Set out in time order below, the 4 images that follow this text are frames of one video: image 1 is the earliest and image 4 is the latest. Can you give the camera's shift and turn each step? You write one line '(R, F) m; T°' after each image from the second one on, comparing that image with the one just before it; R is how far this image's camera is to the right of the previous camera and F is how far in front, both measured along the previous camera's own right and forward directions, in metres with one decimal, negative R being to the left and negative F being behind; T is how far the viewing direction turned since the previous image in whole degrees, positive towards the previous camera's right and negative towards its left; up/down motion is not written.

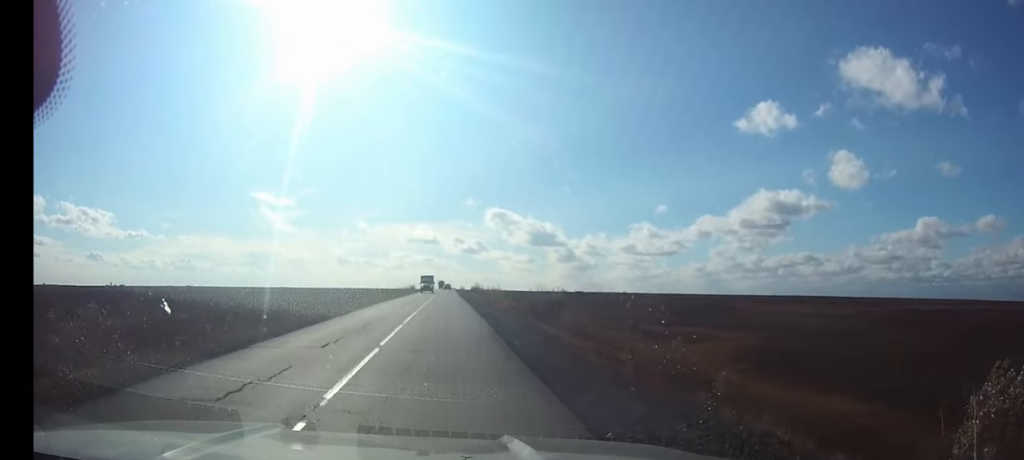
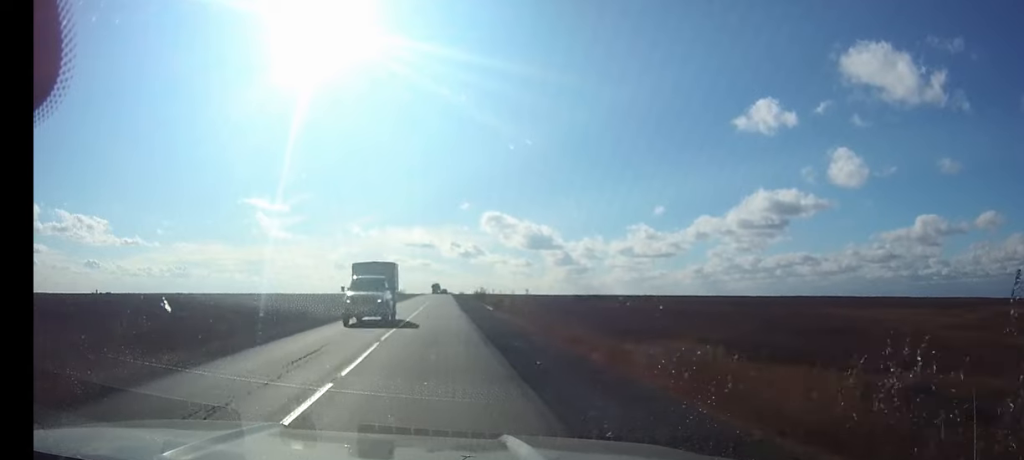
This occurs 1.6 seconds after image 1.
(0.0, +34.4) m; 0°
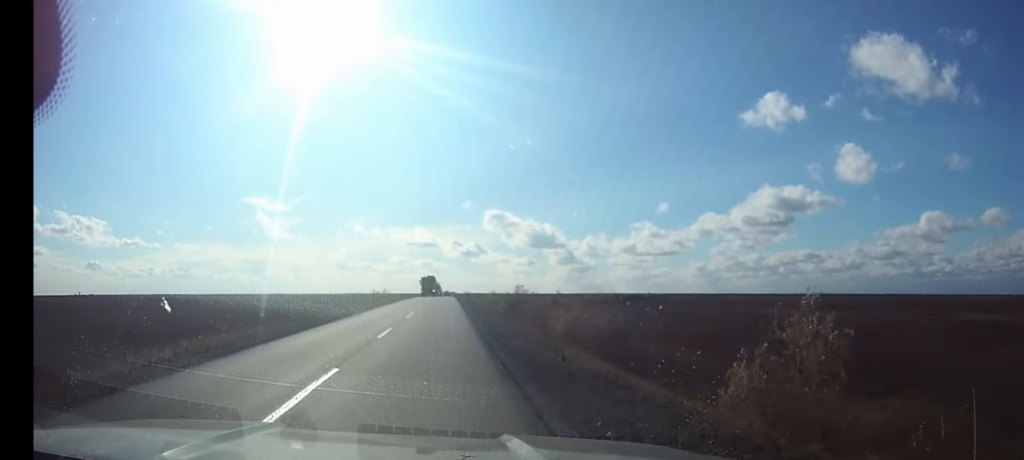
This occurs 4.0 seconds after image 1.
(-0.1, +49.2) m; 0°
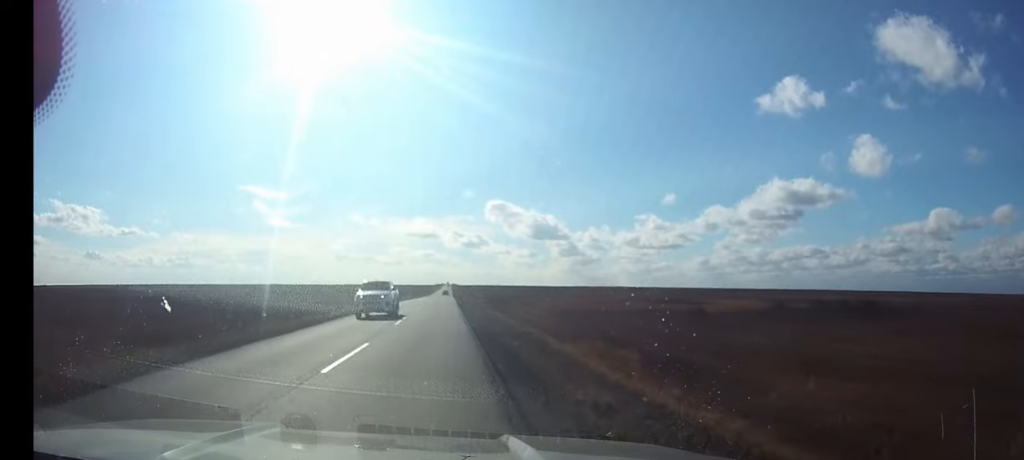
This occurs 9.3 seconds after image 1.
(-0.3, +112.6) m; 0°
